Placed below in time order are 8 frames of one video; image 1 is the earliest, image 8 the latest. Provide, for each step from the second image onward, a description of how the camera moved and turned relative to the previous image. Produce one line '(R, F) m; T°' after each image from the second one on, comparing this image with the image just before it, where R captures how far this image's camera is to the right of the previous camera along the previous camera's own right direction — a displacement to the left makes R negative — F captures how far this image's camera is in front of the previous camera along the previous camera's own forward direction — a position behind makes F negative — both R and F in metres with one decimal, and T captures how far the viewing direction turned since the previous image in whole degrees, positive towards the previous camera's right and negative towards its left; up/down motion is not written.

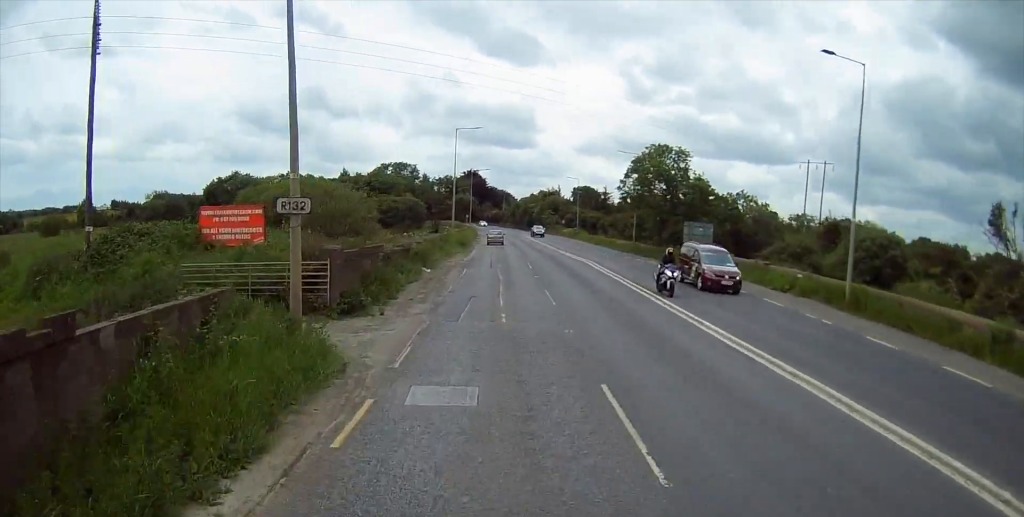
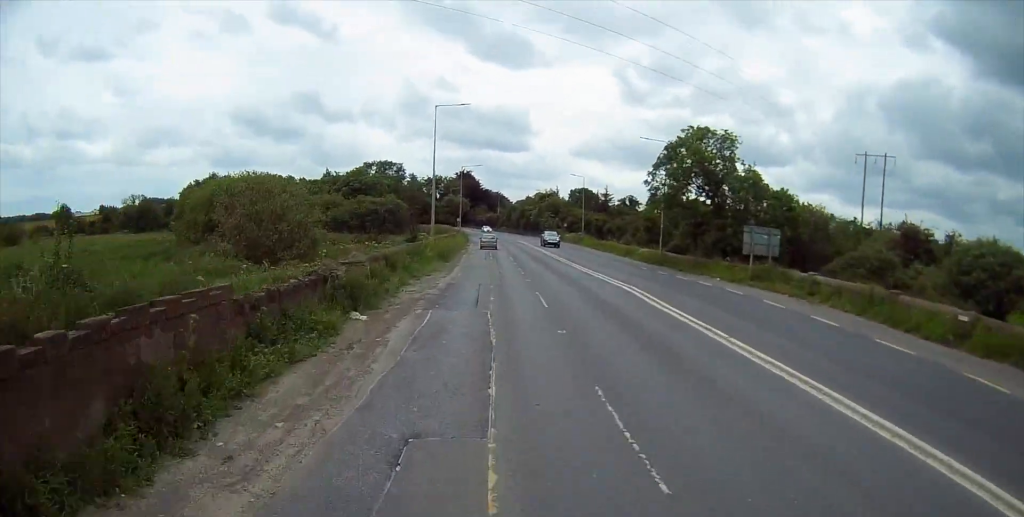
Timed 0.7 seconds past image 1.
(+0.1, +13.2) m; 0°
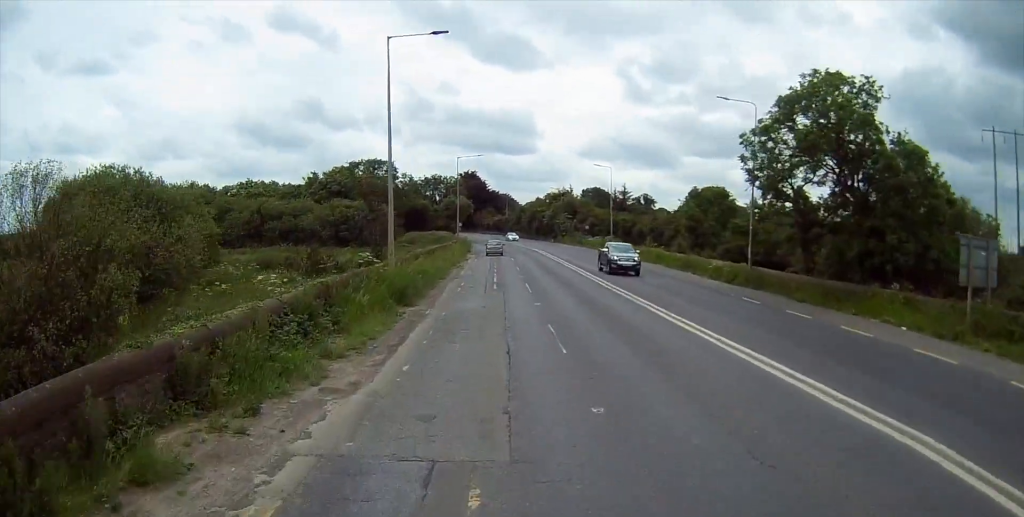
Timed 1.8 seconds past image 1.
(+0.1, +18.5) m; 0°
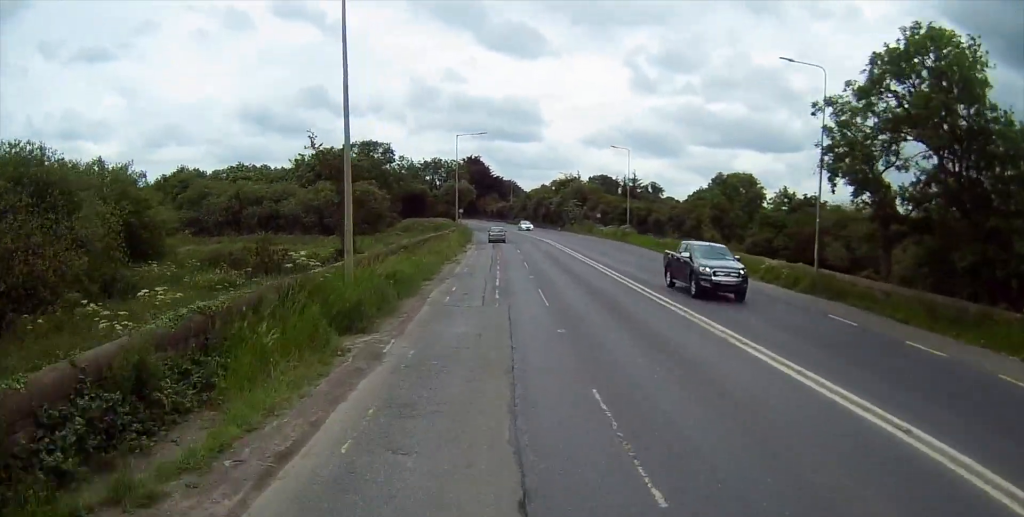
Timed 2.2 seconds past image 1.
(0.0, +7.7) m; 0°
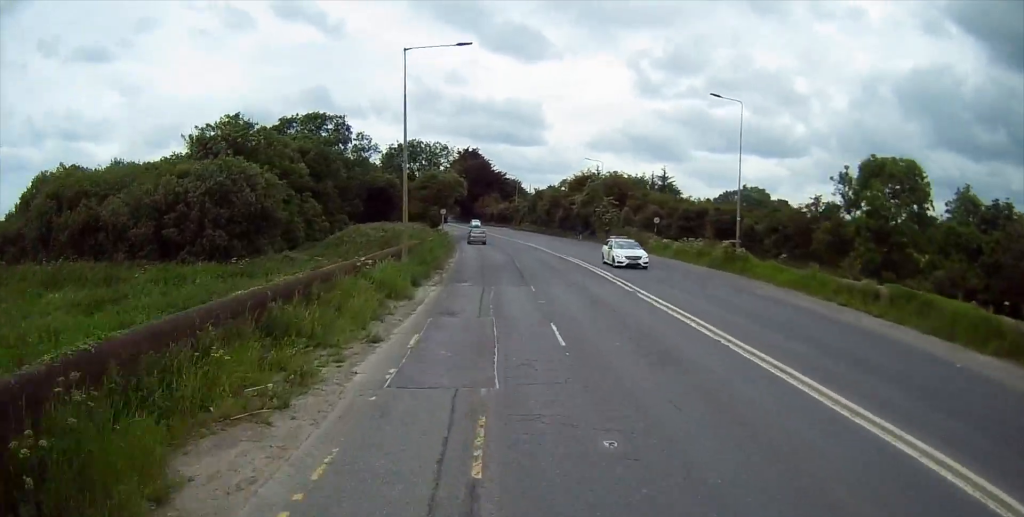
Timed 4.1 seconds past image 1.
(-0.5, +32.8) m; -2°
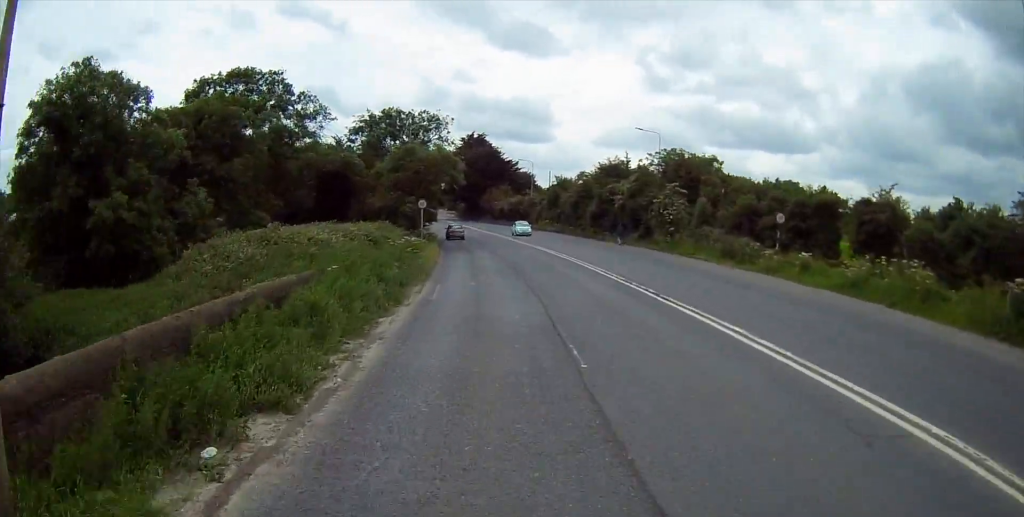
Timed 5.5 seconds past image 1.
(-0.1, +24.6) m; -1°
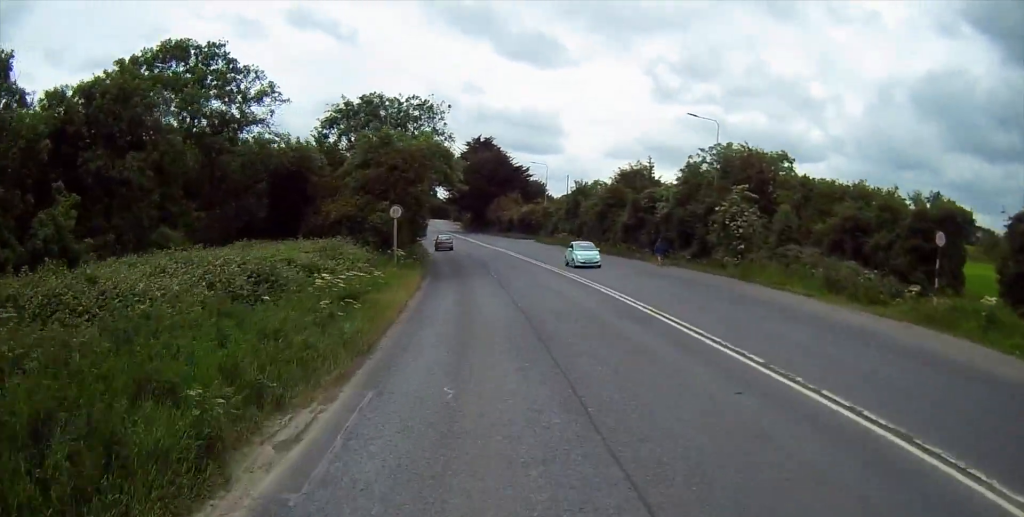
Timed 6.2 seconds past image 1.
(0.0, +13.4) m; -1°
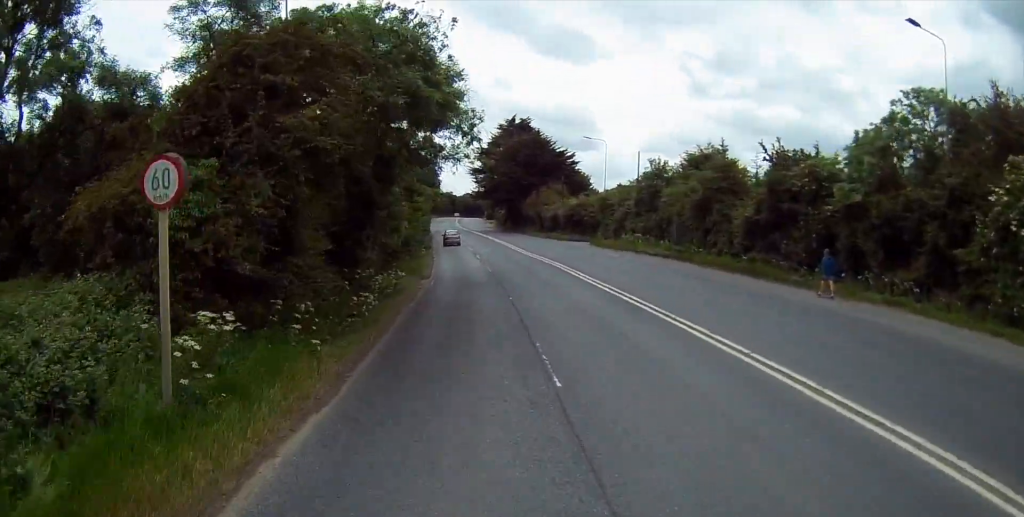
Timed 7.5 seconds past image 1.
(-0.6, +22.0) m; -3°
